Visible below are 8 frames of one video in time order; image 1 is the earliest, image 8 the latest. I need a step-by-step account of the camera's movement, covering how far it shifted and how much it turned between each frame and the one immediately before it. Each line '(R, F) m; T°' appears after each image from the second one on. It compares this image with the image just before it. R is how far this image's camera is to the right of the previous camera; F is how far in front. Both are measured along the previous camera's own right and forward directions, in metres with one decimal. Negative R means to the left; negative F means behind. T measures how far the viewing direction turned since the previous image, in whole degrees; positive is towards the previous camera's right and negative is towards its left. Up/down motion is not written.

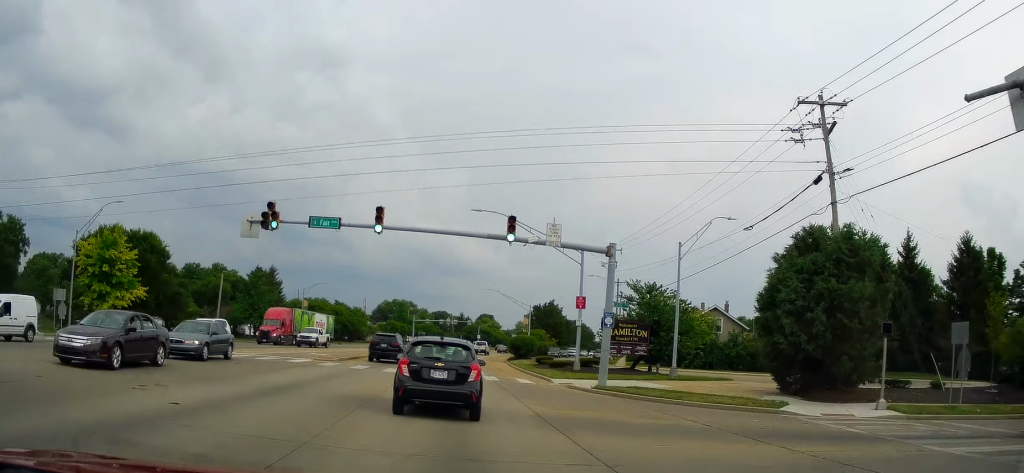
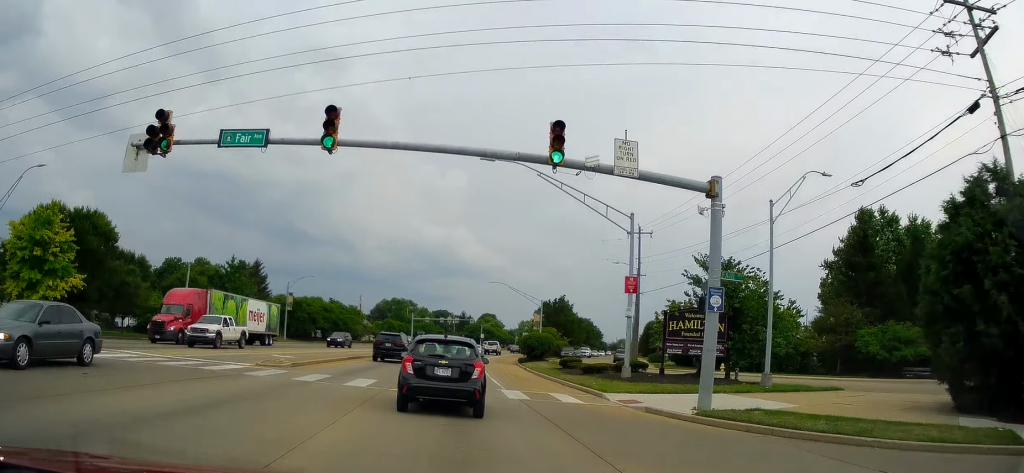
(0.0, +10.3) m; 0°
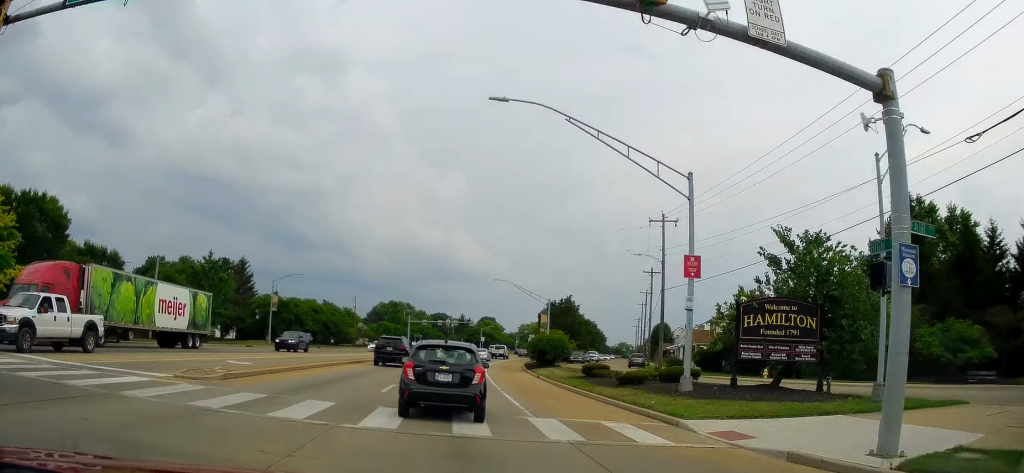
(0.0, +7.2) m; 0°
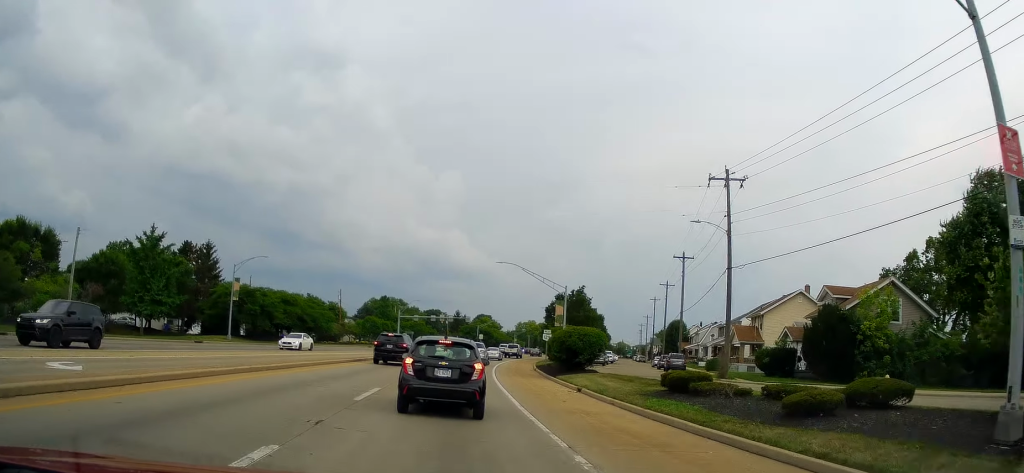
(0.0, +13.7) m; 0°
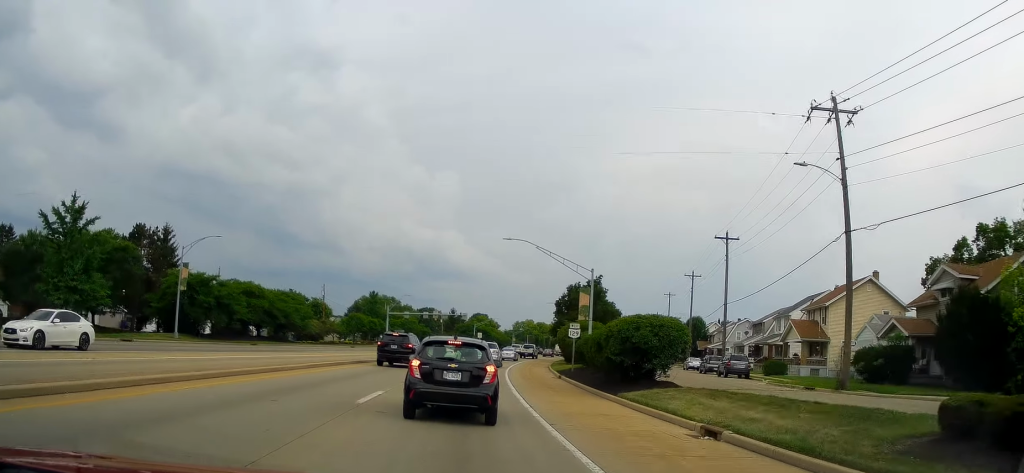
(+0.1, +13.3) m; 0°
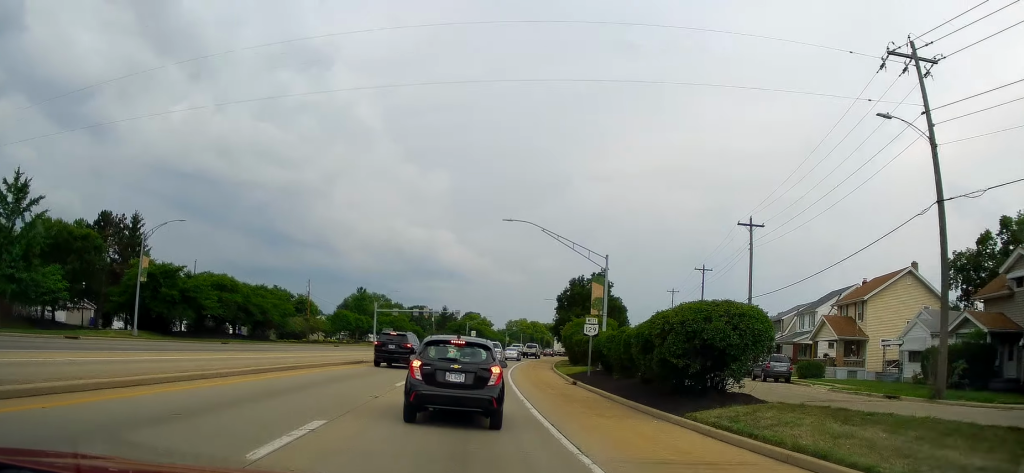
(+0.1, +6.8) m; 0°
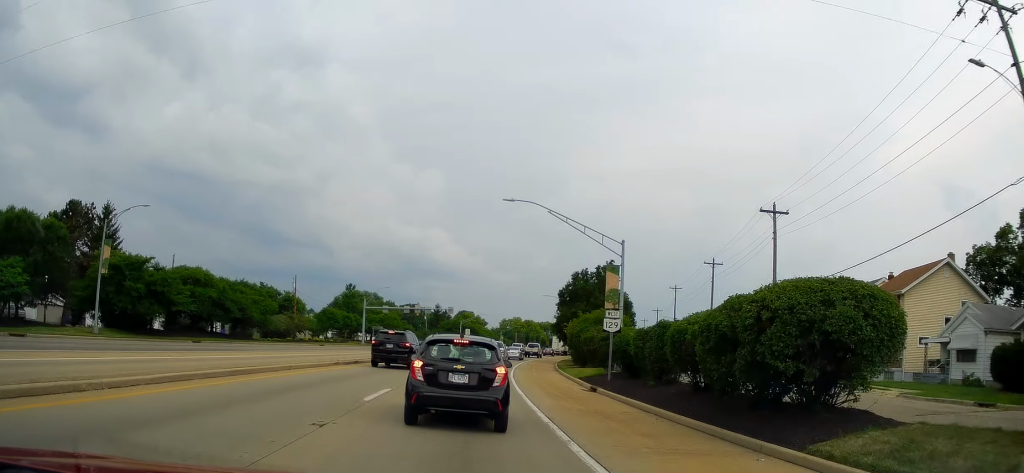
(-0.1, +5.7) m; 0°
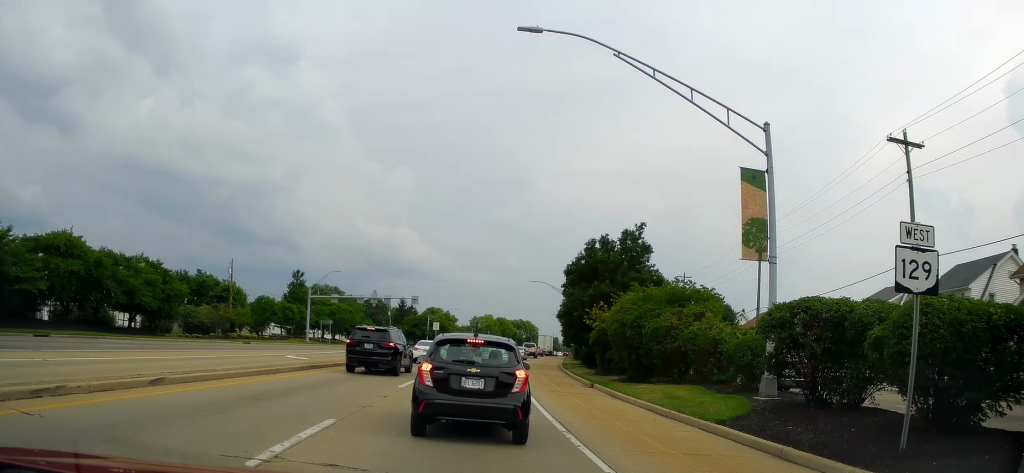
(+0.4, +20.8) m; +3°
